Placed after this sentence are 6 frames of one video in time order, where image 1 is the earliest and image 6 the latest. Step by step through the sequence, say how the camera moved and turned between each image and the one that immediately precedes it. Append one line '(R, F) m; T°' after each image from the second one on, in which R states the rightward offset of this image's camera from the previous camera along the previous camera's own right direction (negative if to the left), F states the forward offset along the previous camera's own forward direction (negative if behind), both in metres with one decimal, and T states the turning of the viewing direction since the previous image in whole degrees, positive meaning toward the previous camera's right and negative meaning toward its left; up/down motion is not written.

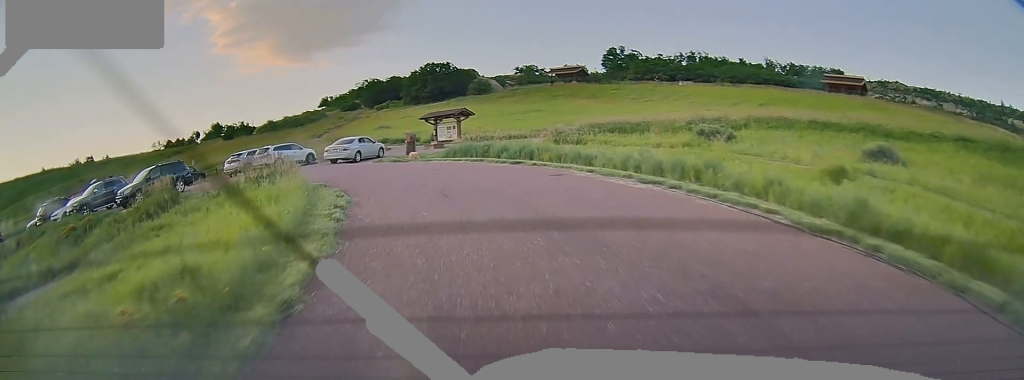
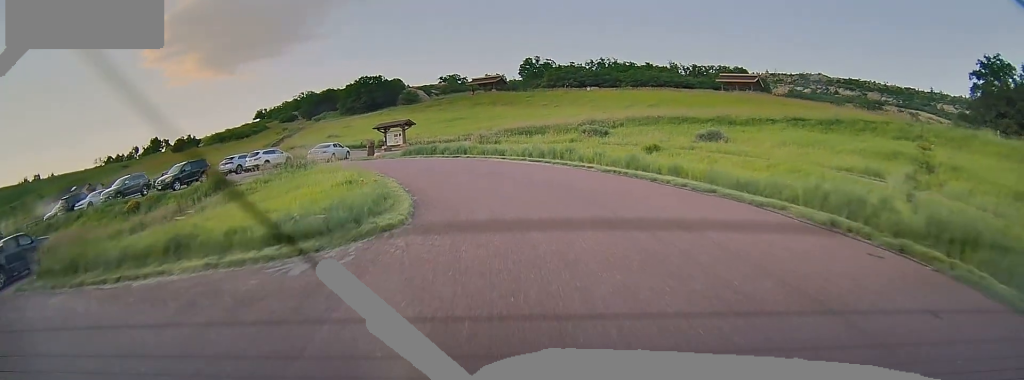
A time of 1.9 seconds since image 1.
(+2.0, +9.5) m; +13°
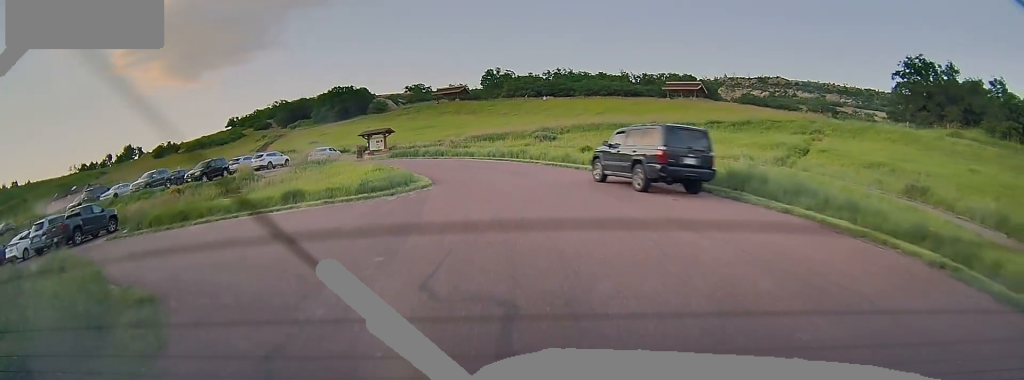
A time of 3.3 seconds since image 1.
(+0.1, +8.1) m; +7°
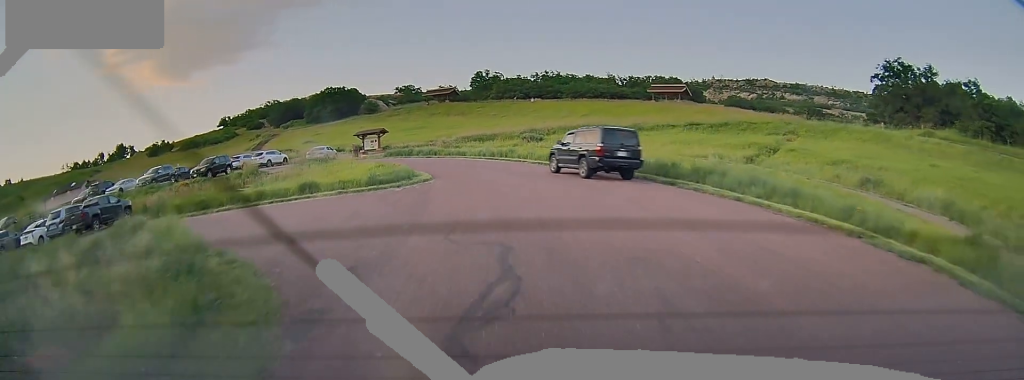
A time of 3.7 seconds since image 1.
(+0.2, +2.4) m; +3°
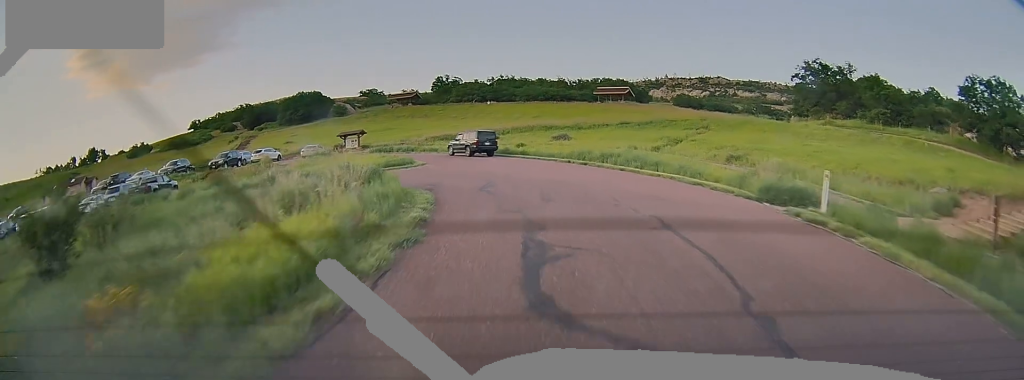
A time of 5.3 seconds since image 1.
(+0.5, +9.9) m; +3°
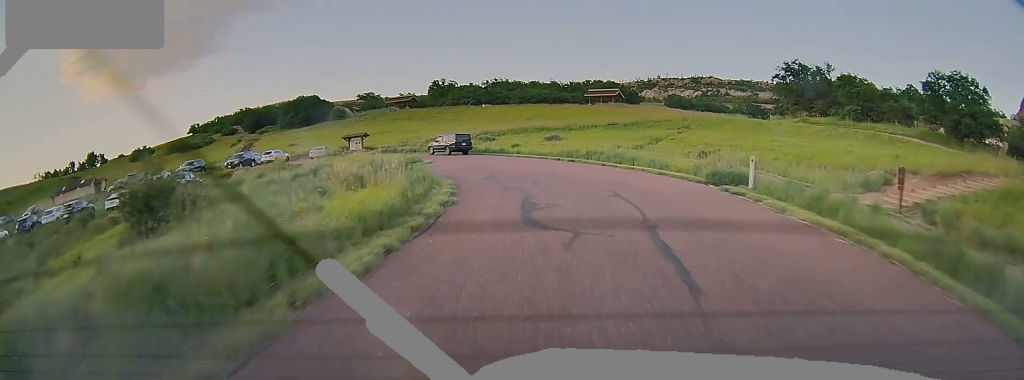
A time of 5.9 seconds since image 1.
(-0.2, +4.3) m; +1°
